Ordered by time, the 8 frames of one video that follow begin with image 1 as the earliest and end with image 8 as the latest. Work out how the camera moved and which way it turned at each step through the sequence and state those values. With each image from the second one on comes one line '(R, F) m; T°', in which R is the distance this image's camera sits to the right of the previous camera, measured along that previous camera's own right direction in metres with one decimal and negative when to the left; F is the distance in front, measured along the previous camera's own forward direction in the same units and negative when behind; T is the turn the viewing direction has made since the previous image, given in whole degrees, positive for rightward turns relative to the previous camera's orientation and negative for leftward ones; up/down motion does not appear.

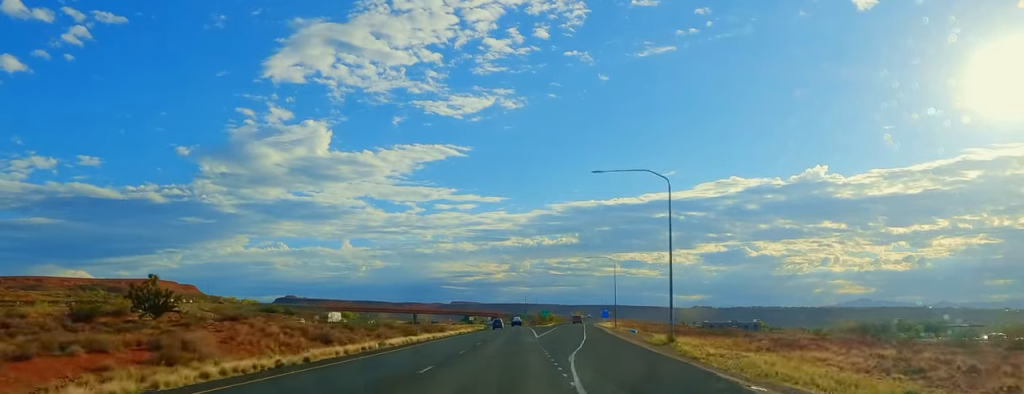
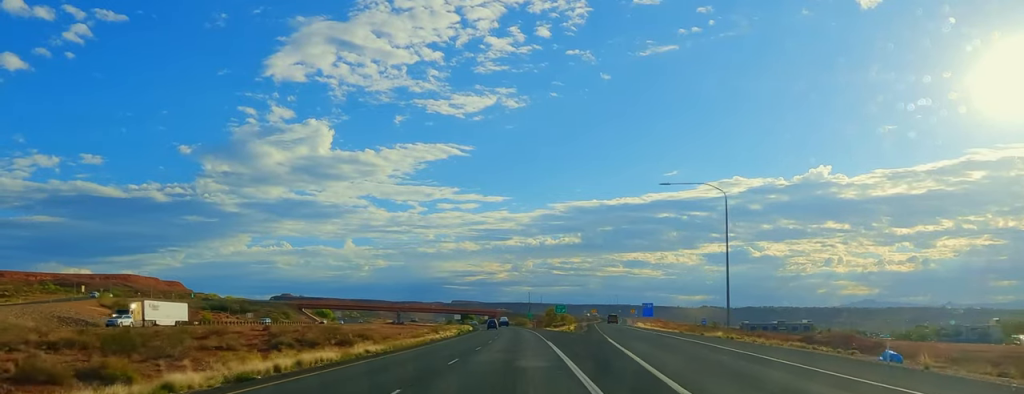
(+0.2, +69.1) m; 0°
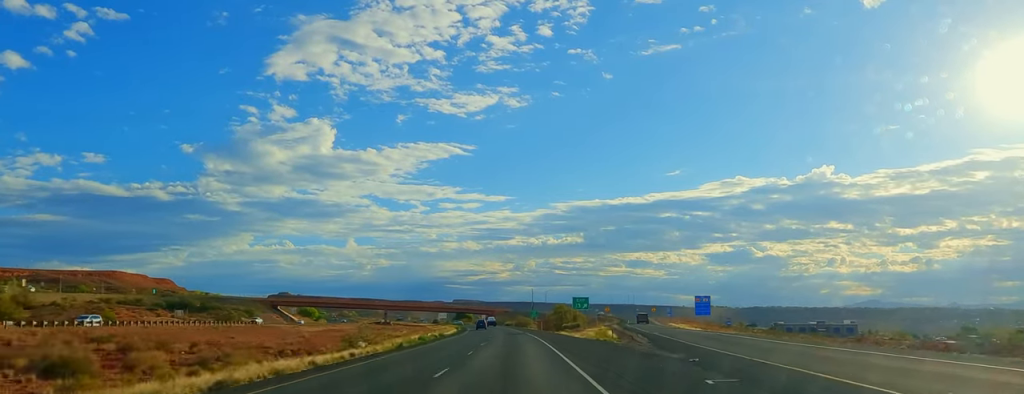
(-0.1, +42.6) m; -1°
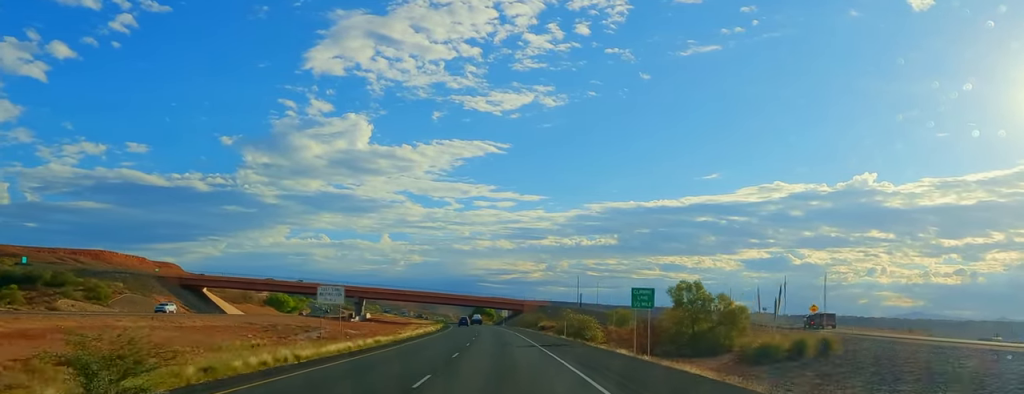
(-2.7, +115.2) m; -3°
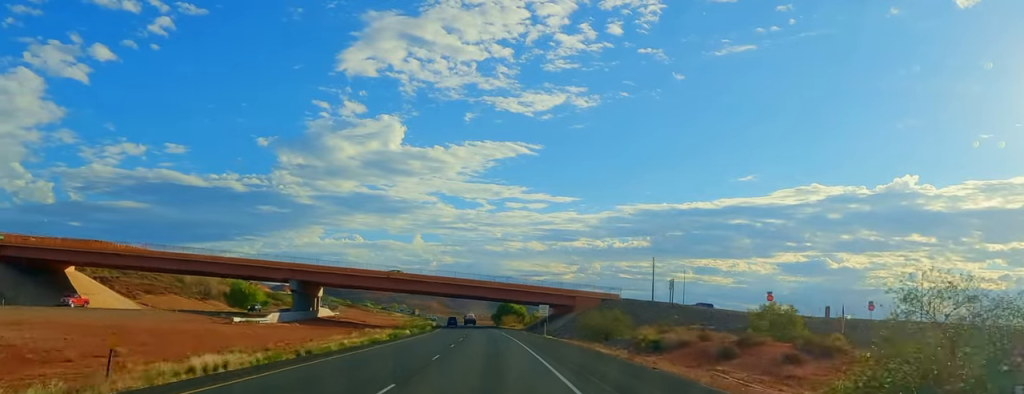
(-2.8, +89.1) m; -3°
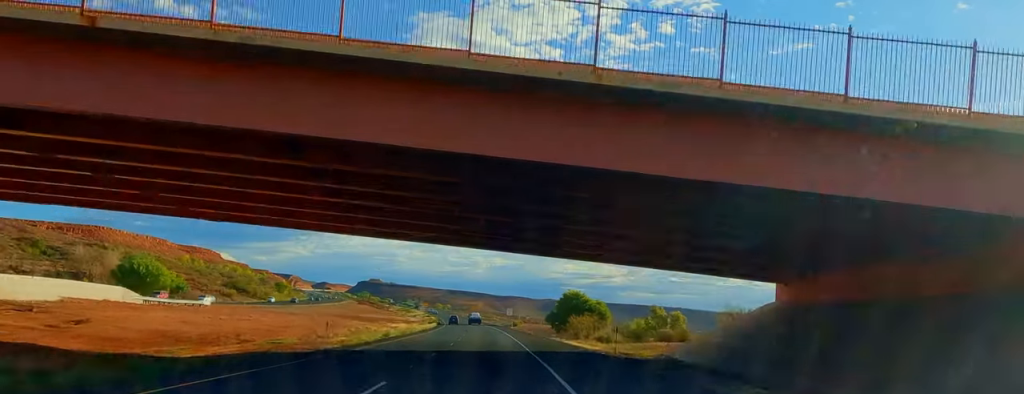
(-3.0, +111.4) m; -4°
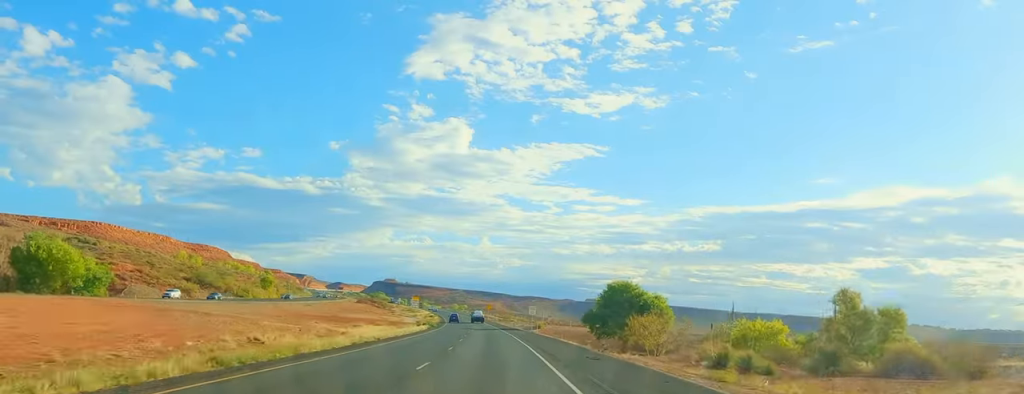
(-1.3, +42.1) m; -1°
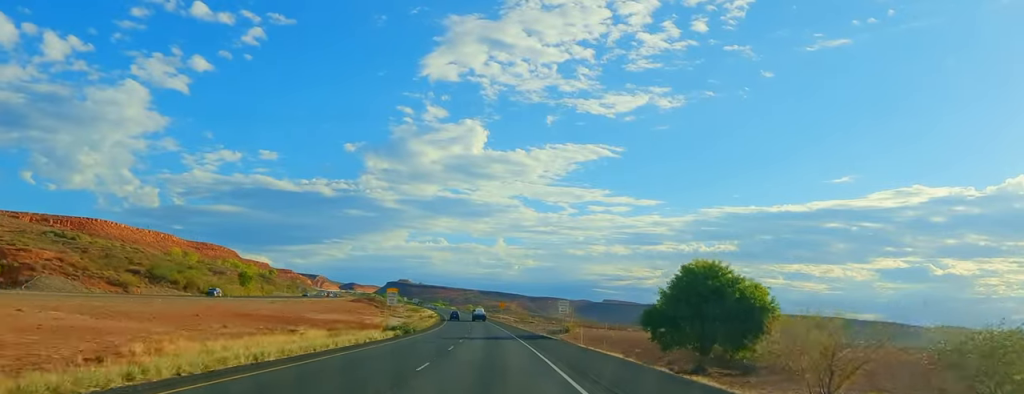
(-0.6, +37.5) m; -1°
